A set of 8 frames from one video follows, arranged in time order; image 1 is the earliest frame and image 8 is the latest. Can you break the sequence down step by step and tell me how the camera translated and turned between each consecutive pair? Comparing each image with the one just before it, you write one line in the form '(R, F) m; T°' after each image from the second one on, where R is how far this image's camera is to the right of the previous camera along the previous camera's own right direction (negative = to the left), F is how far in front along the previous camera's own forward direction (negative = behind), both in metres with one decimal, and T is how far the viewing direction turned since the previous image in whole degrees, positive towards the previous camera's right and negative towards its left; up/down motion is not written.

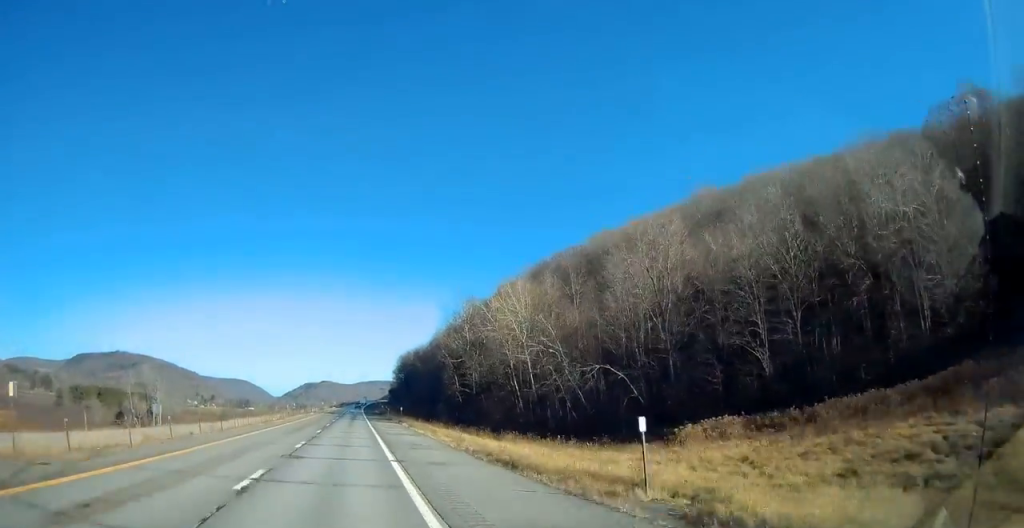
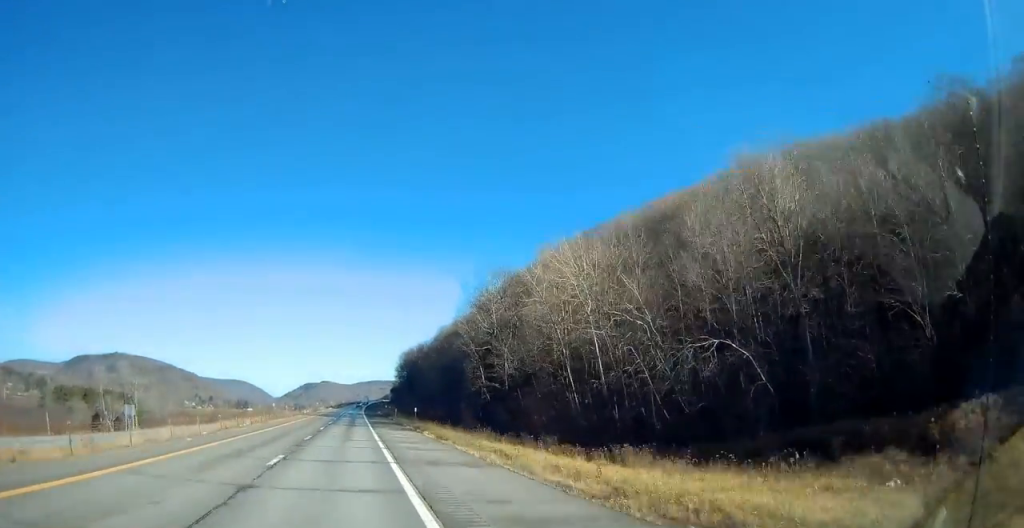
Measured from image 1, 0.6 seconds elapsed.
(+0.1, +19.1) m; 0°
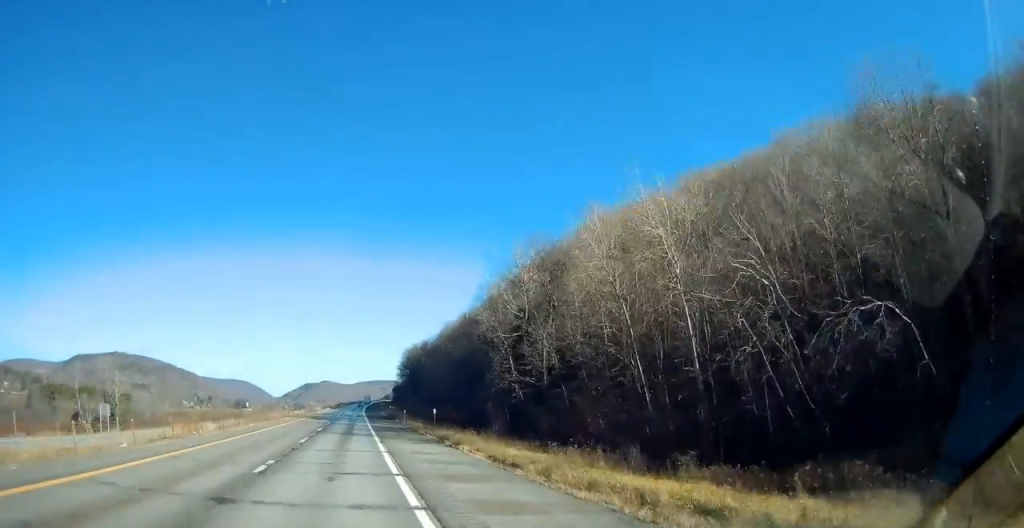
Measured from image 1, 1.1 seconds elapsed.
(+0.1, +14.1) m; 0°
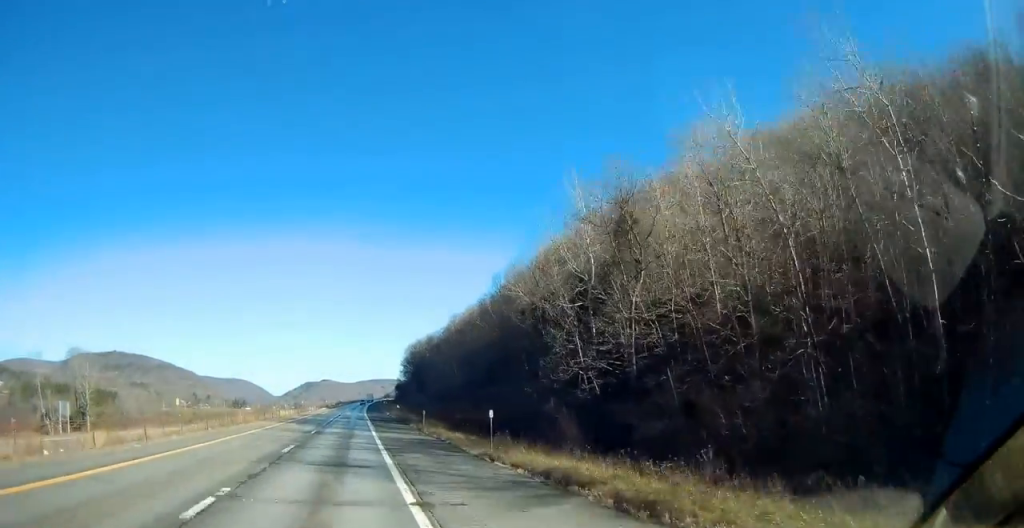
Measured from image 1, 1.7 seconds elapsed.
(0.0, +18.1) m; 0°
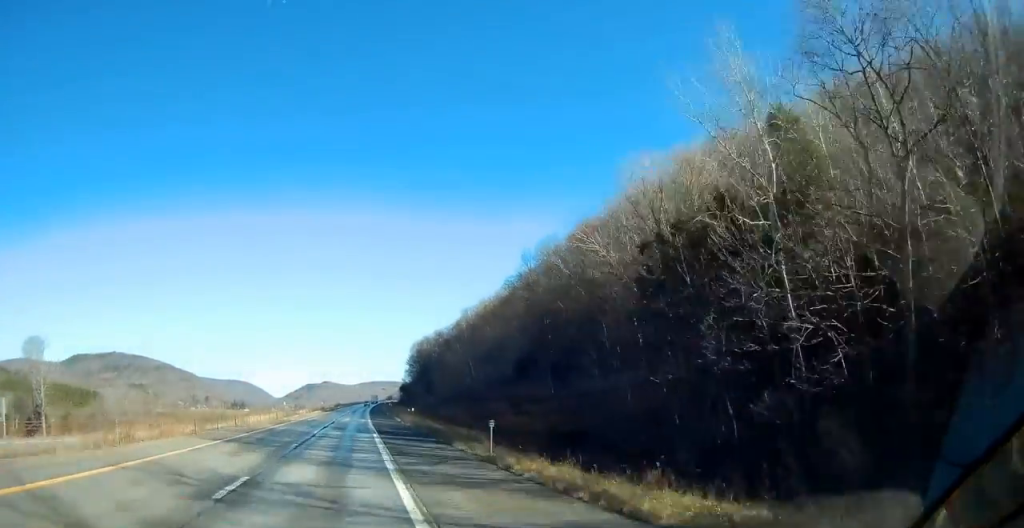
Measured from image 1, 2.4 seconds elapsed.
(0.0, +22.2) m; 0°
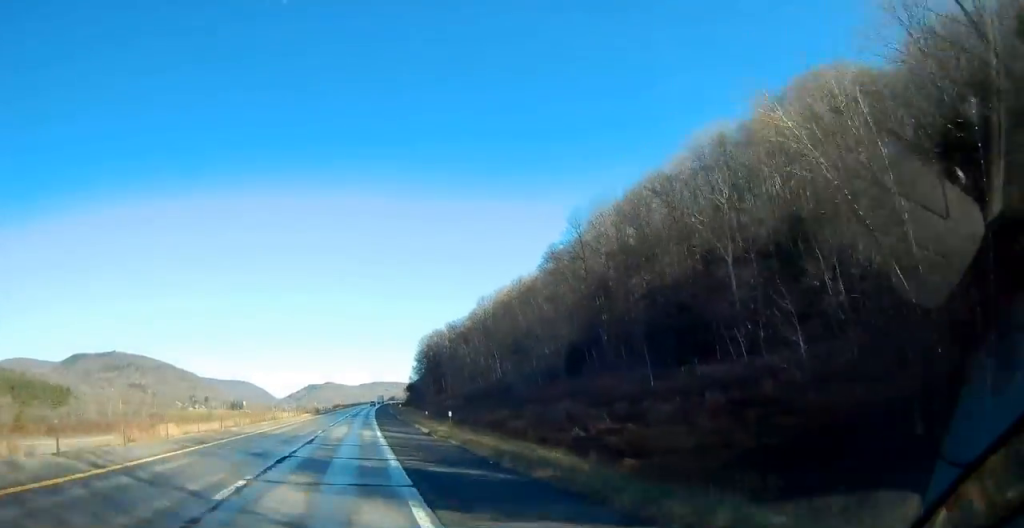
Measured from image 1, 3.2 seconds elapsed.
(0.0, +24.2) m; 0°
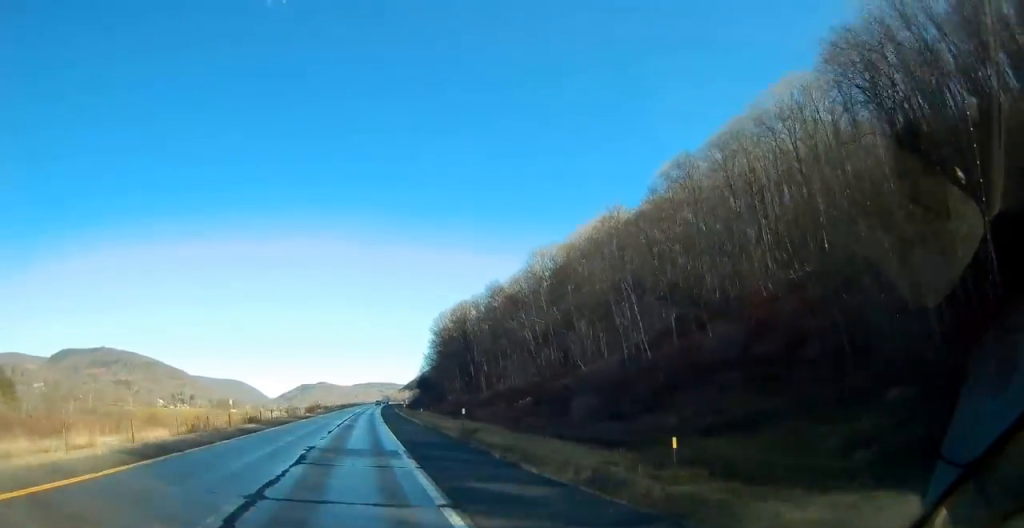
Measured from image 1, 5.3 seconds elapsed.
(-0.4, +63.6) m; +1°
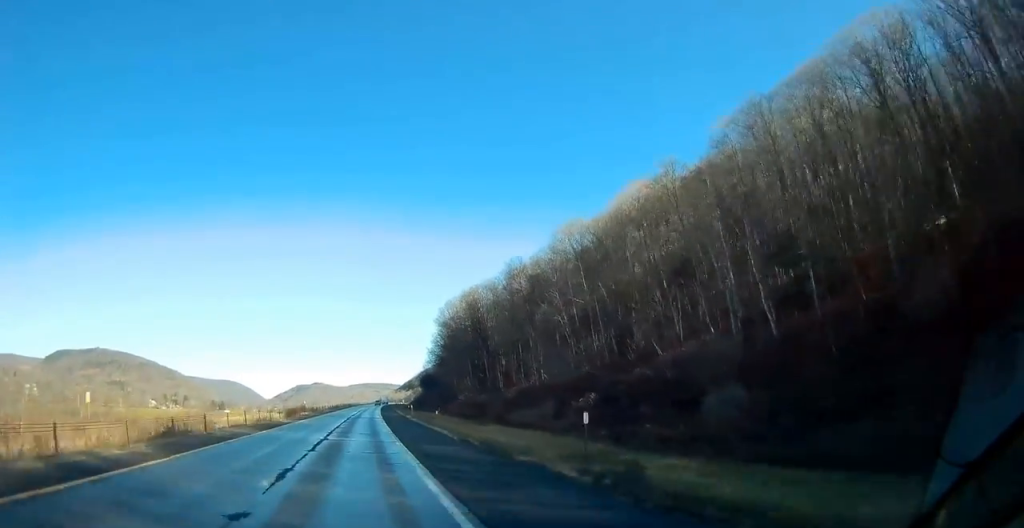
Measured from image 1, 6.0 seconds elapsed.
(+0.2, +20.2) m; +2°
